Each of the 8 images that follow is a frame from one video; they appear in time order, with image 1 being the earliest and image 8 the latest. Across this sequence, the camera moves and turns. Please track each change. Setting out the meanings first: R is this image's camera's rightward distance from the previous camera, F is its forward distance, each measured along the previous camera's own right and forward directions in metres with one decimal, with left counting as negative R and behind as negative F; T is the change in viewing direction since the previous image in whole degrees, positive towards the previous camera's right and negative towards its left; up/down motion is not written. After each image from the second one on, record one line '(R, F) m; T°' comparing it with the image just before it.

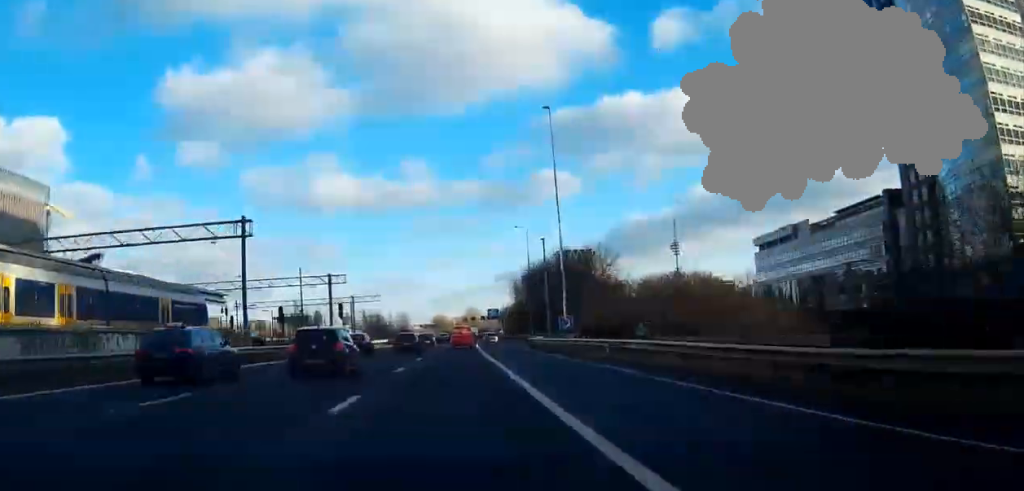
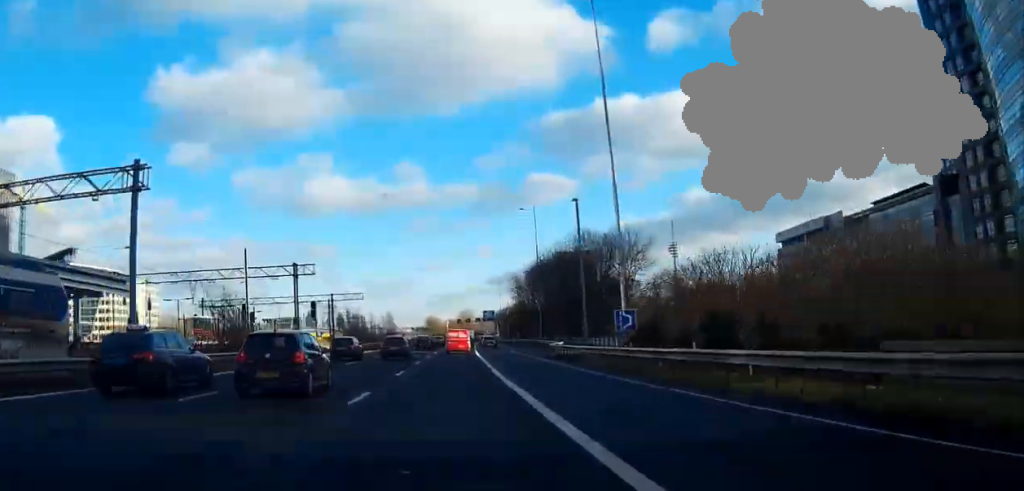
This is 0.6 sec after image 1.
(0.0, +21.5) m; 0°
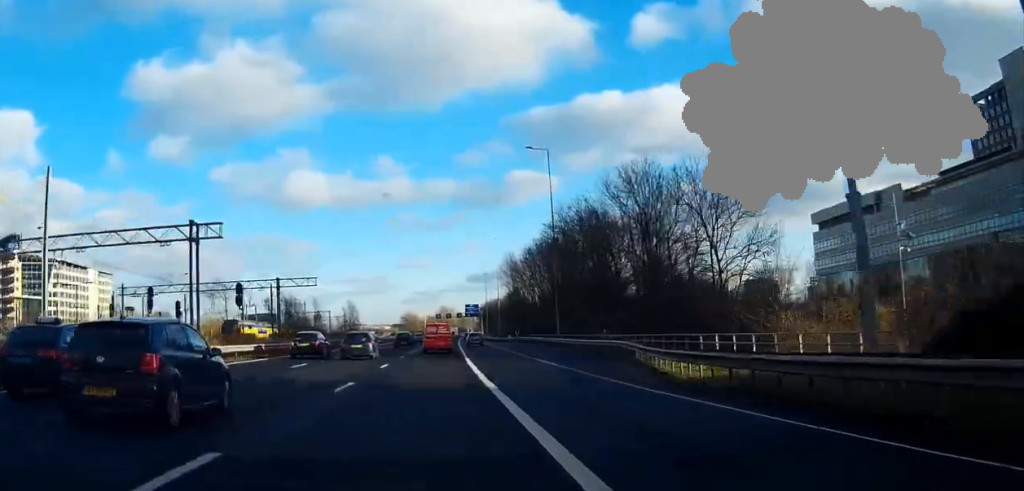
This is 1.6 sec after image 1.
(+0.1, +33.5) m; +1°
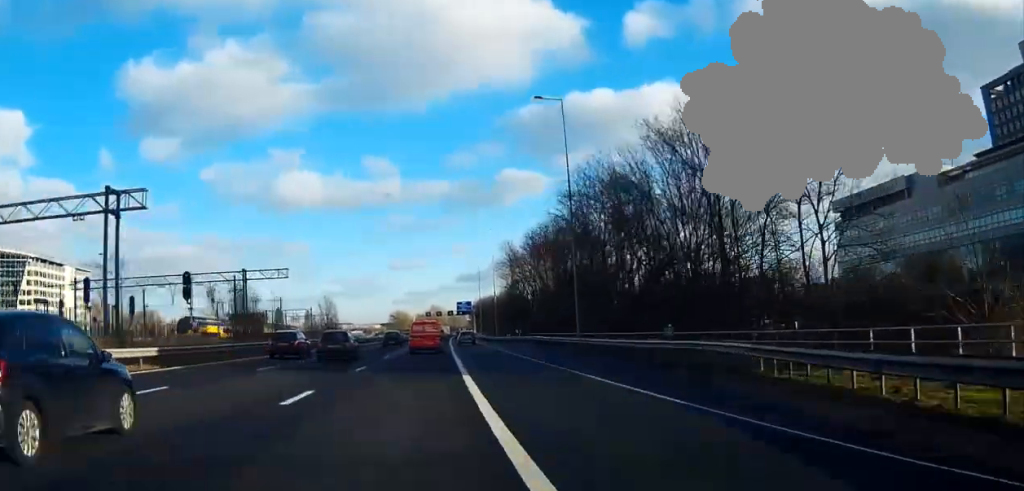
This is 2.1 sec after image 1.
(+0.3, +15.5) m; 0°
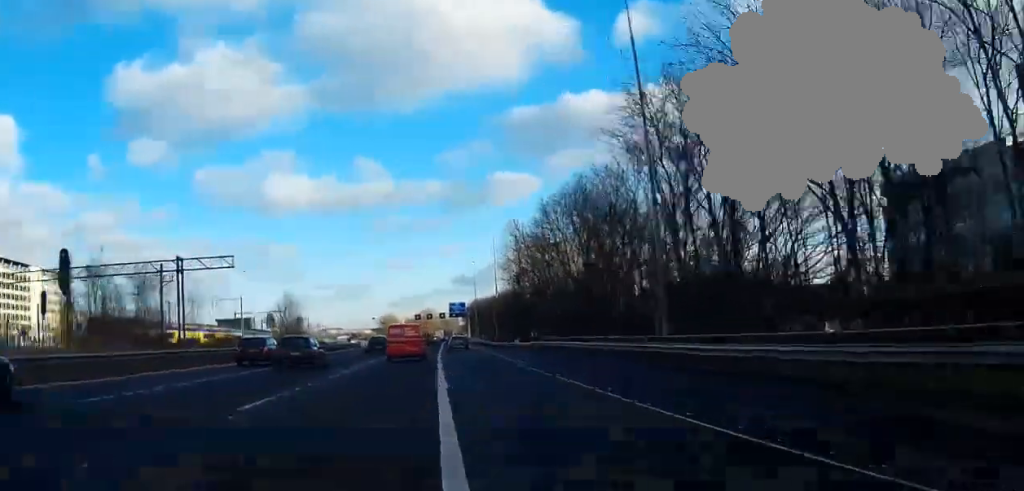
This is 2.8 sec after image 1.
(+0.2, +24.3) m; +1°
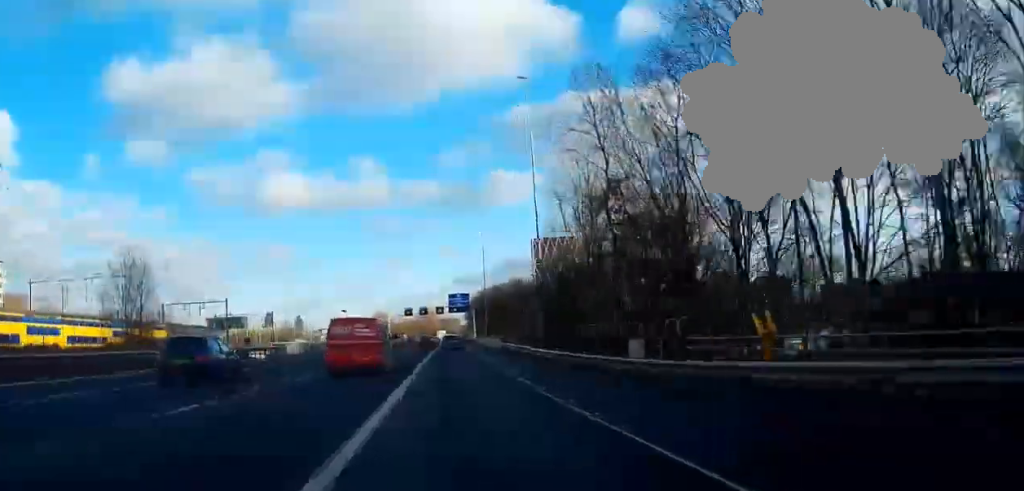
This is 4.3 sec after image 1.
(0.0, +48.5) m; 0°
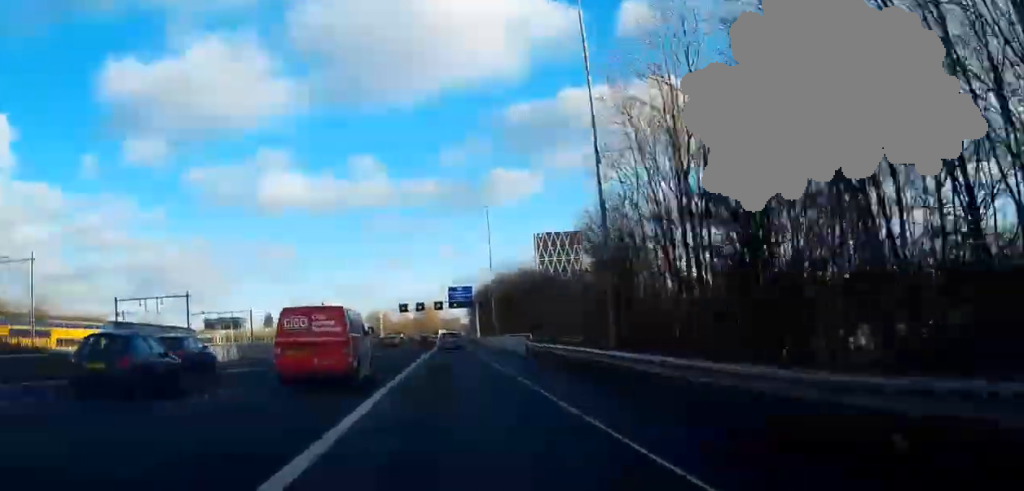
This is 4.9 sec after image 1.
(0.0, +21.0) m; 0°
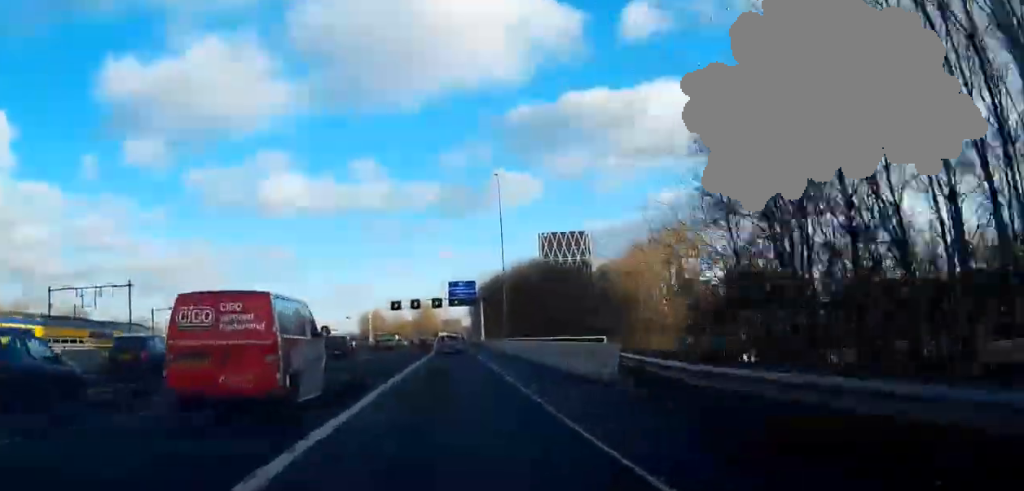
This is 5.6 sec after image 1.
(0.0, +22.1) m; 0°
